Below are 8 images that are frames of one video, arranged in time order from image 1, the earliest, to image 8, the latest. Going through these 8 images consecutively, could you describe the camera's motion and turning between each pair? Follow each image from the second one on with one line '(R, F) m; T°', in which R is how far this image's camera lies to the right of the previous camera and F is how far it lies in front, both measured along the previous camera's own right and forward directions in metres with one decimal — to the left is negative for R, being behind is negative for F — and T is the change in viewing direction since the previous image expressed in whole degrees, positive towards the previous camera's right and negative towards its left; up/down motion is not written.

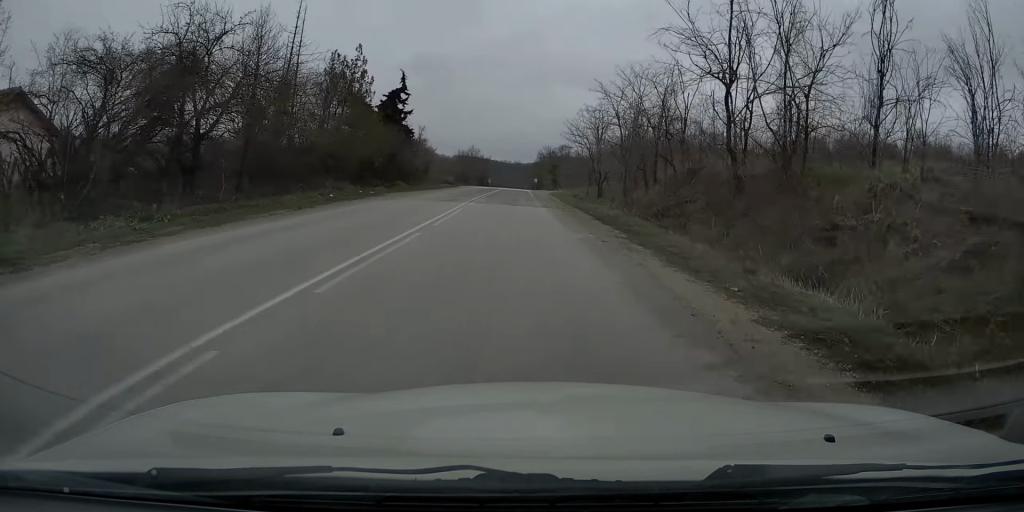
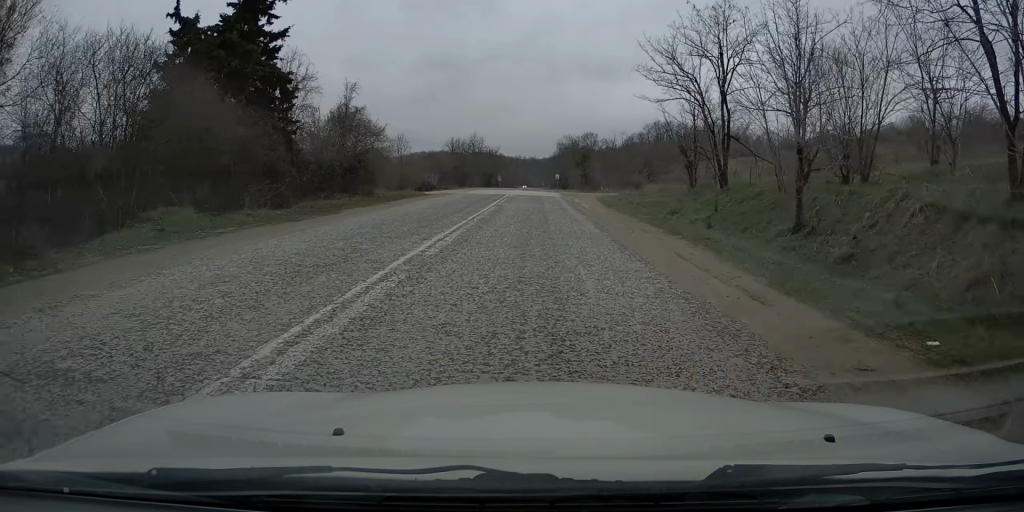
(-3.1, +33.1) m; -7°
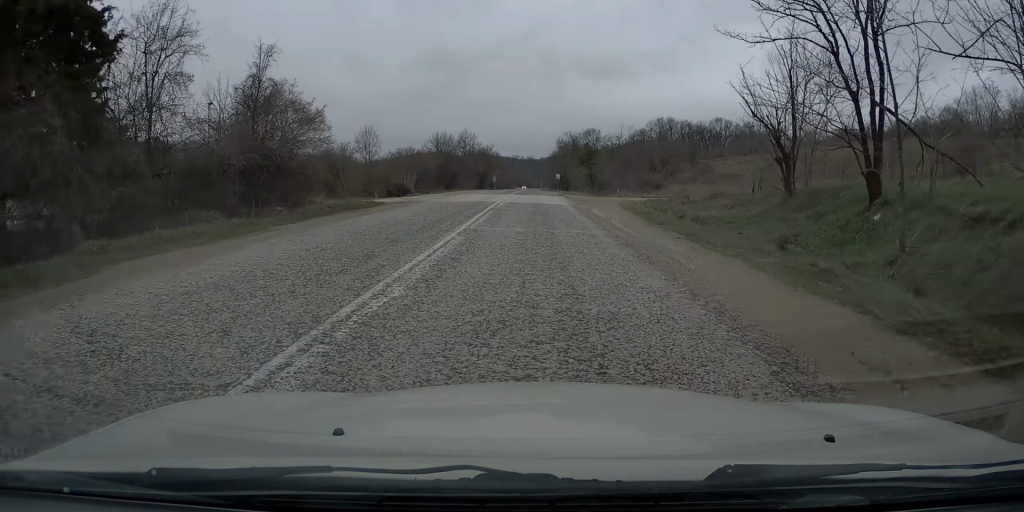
(+0.3, +11.8) m; 0°
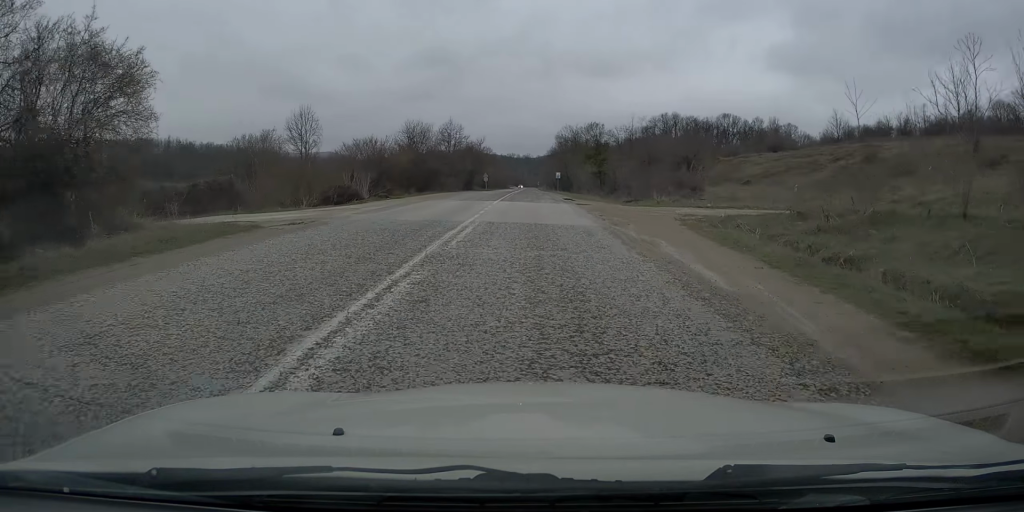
(-0.1, +14.3) m; -1°
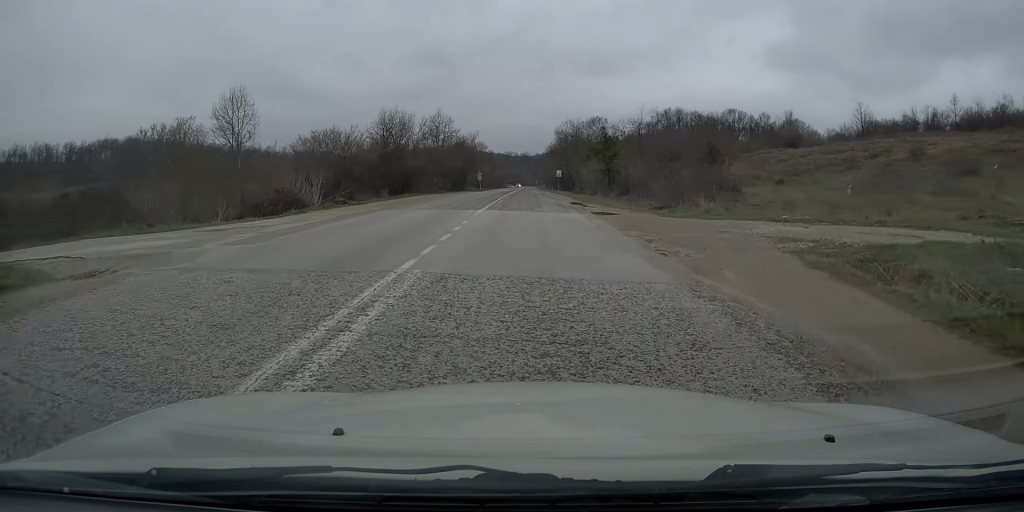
(-0.1, +9.0) m; -1°
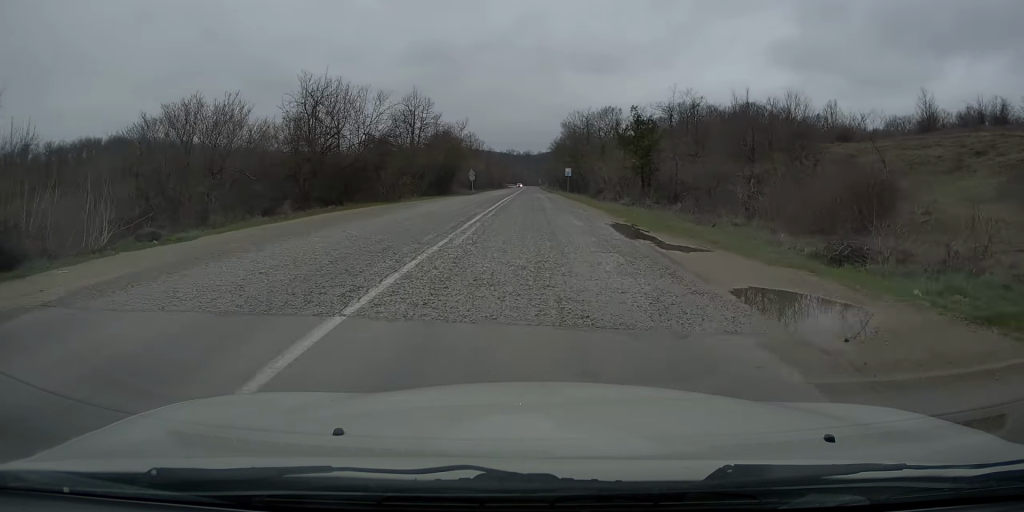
(0.0, +16.8) m; +1°
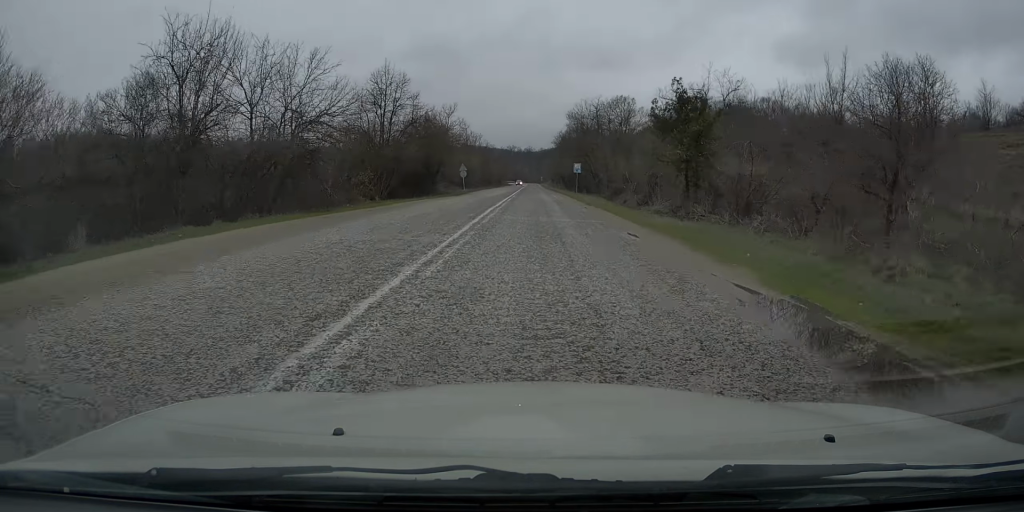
(+0.2, +12.1) m; 0°
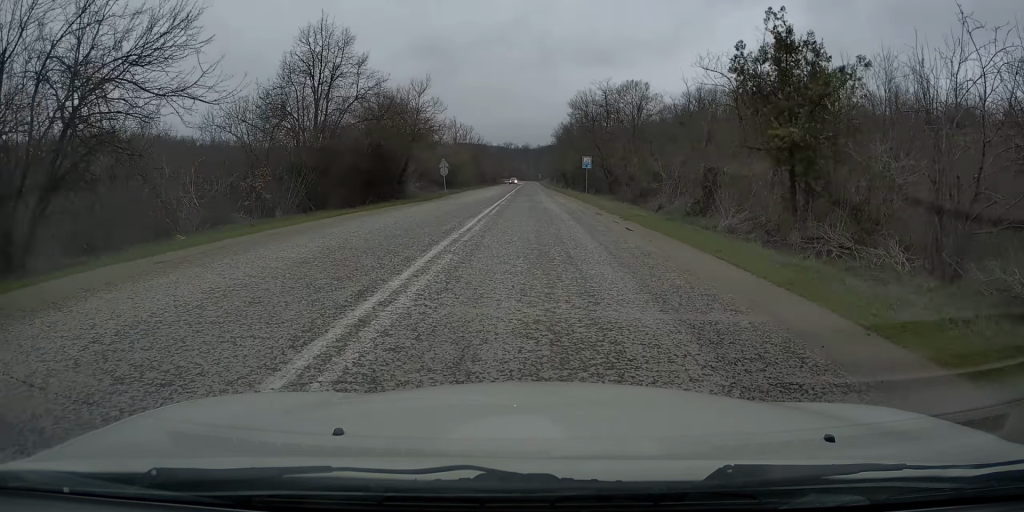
(0.0, +13.4) m; 0°
